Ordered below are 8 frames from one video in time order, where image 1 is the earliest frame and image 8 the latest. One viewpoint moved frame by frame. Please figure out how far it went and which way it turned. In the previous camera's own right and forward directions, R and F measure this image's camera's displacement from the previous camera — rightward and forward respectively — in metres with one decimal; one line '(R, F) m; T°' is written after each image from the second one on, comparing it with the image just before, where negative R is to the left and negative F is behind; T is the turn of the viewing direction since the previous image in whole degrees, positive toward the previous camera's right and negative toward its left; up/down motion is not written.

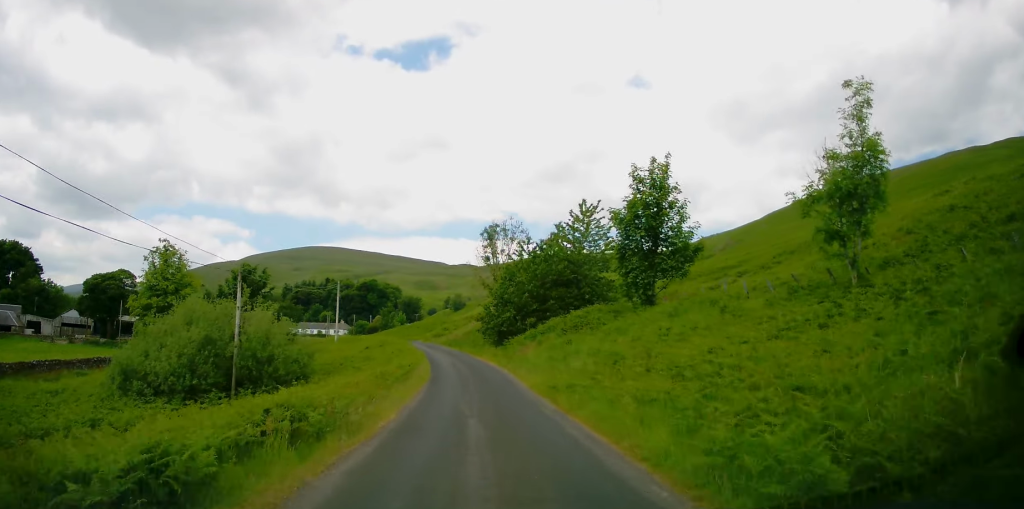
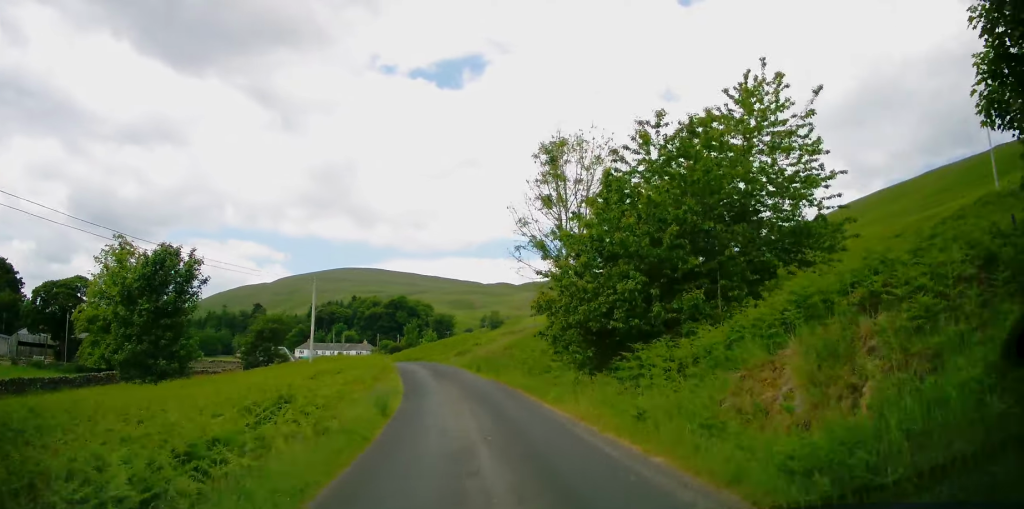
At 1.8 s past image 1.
(-0.3, +22.8) m; -3°
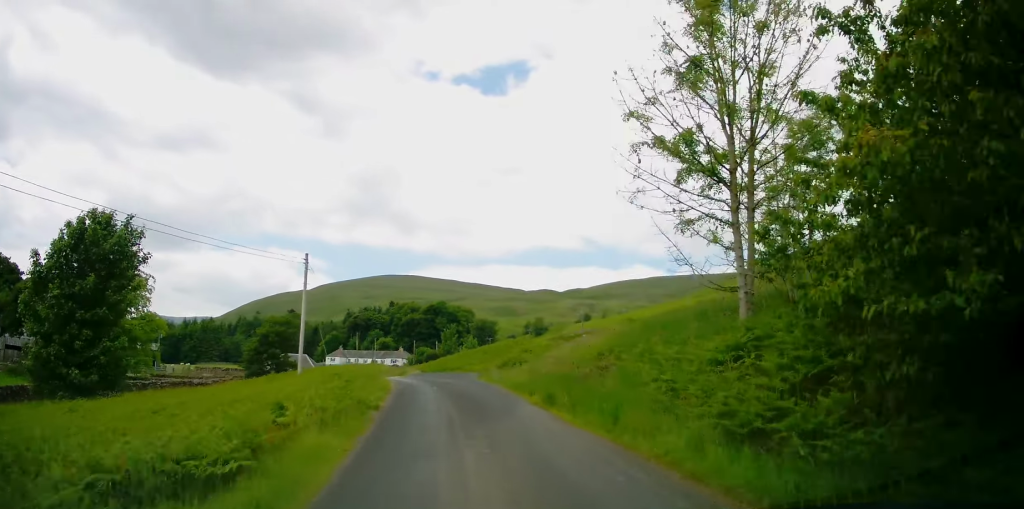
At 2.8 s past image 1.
(-0.5, +12.9) m; -5°
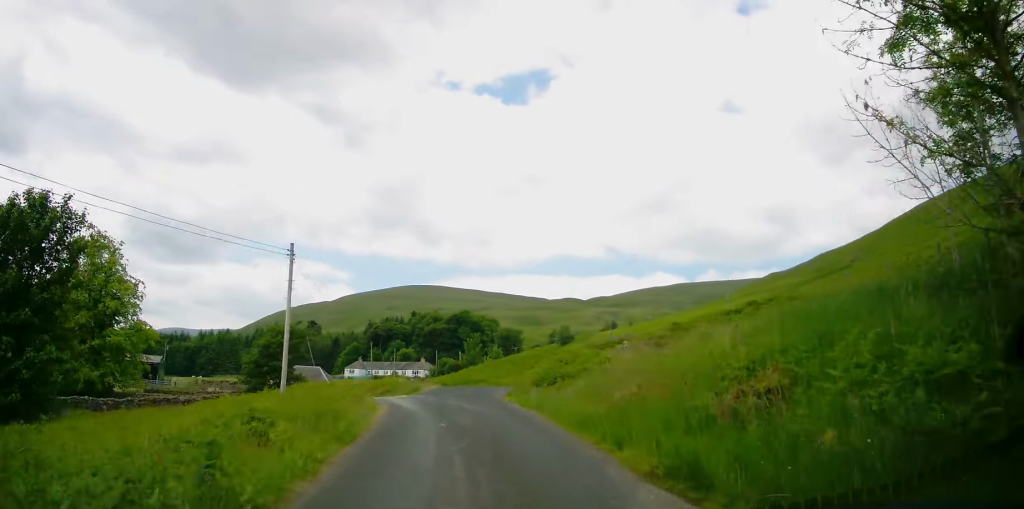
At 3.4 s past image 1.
(-0.4, +6.9) m; -2°
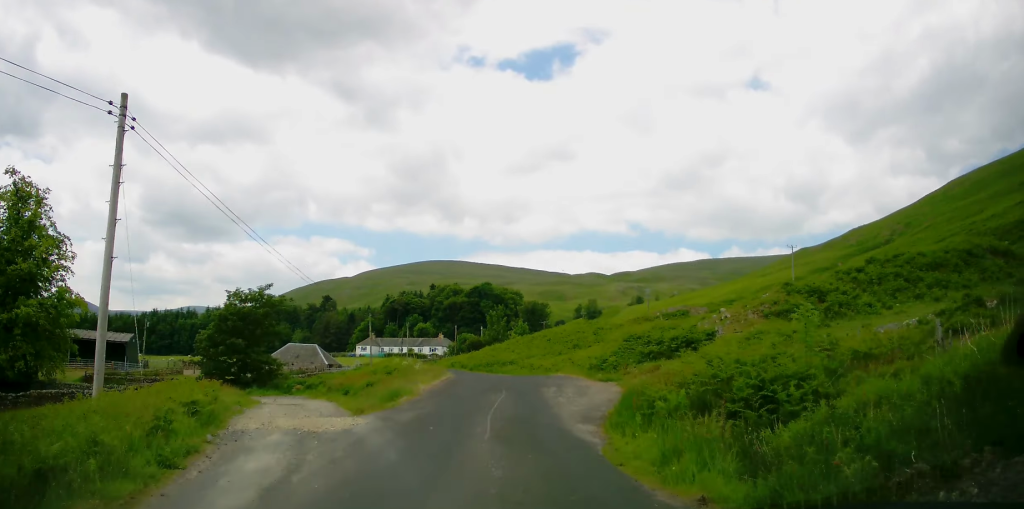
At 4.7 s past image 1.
(-0.3, +16.0) m; 0°
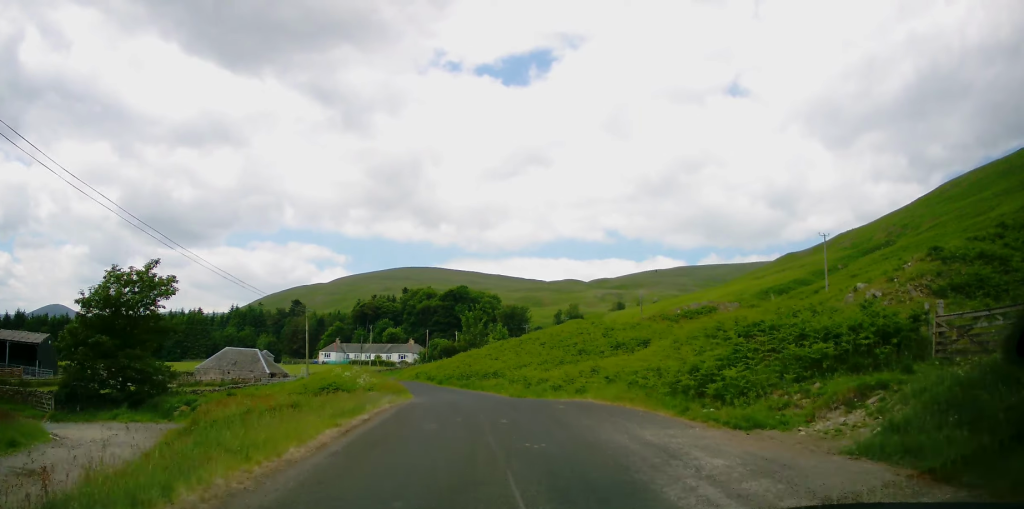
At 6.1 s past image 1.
(-0.1, +15.5) m; -2°
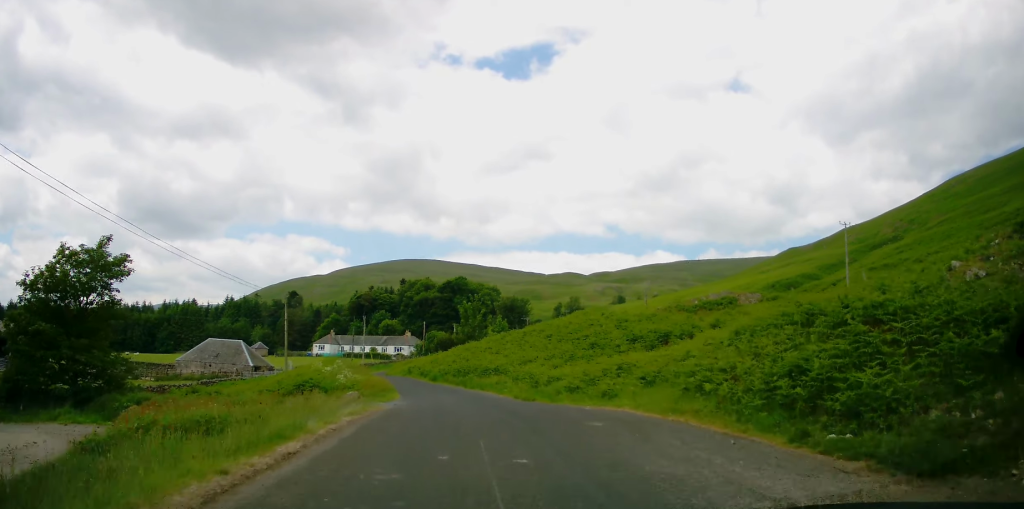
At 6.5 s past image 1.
(-0.2, +5.0) m; 0°
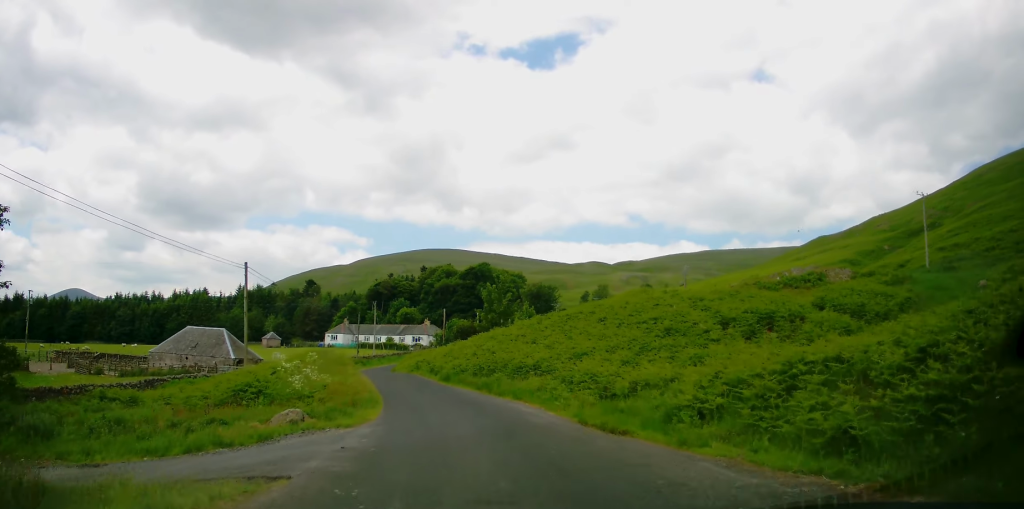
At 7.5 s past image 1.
(+0.1, +11.0) m; -1°
